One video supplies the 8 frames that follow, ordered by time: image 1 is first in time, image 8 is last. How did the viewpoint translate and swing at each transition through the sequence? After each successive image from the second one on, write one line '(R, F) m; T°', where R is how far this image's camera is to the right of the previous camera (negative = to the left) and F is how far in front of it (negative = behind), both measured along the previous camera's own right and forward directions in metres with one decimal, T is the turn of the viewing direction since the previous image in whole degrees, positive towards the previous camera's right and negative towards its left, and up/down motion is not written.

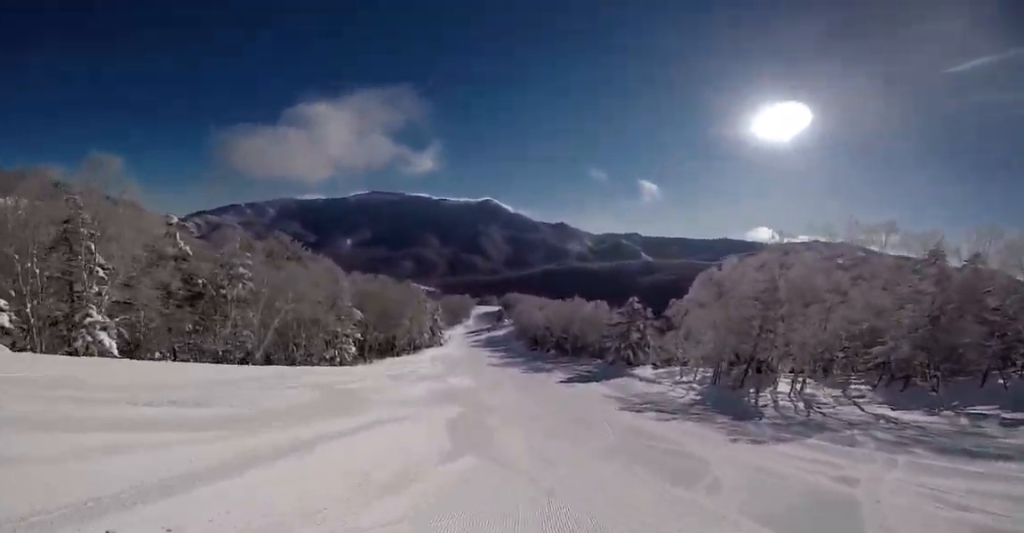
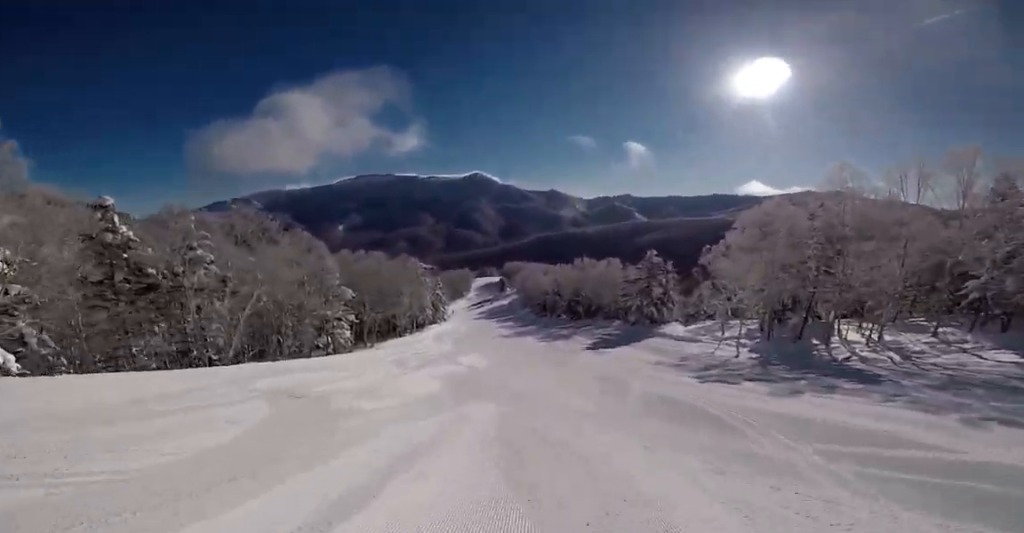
(-0.1, +6.0) m; -1°
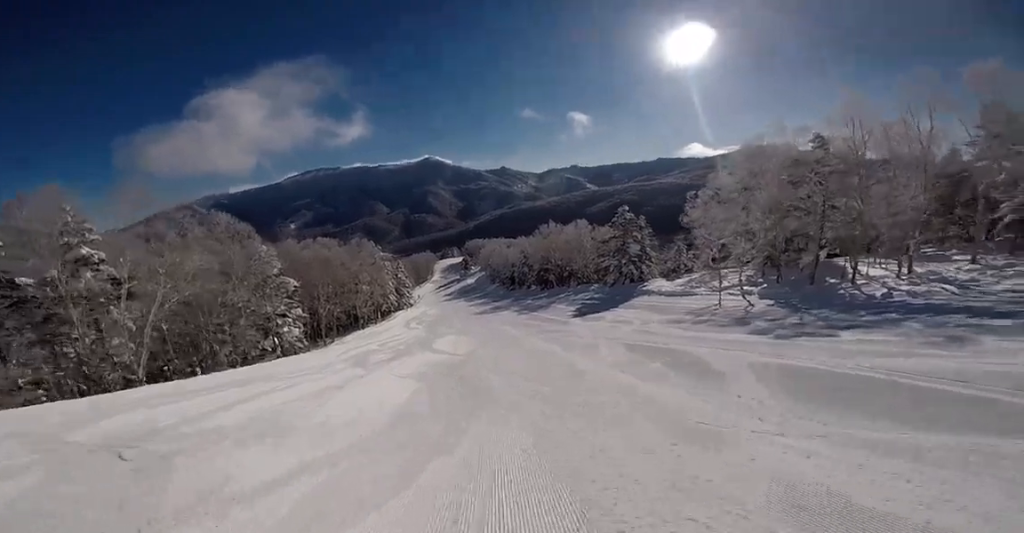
(0.0, +5.4) m; 0°
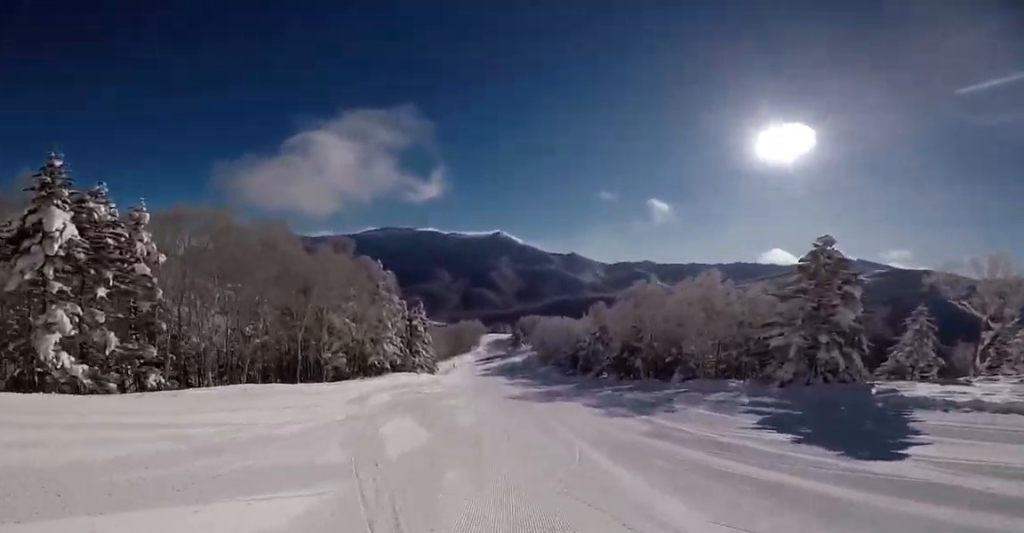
(+0.3, +24.6) m; +4°
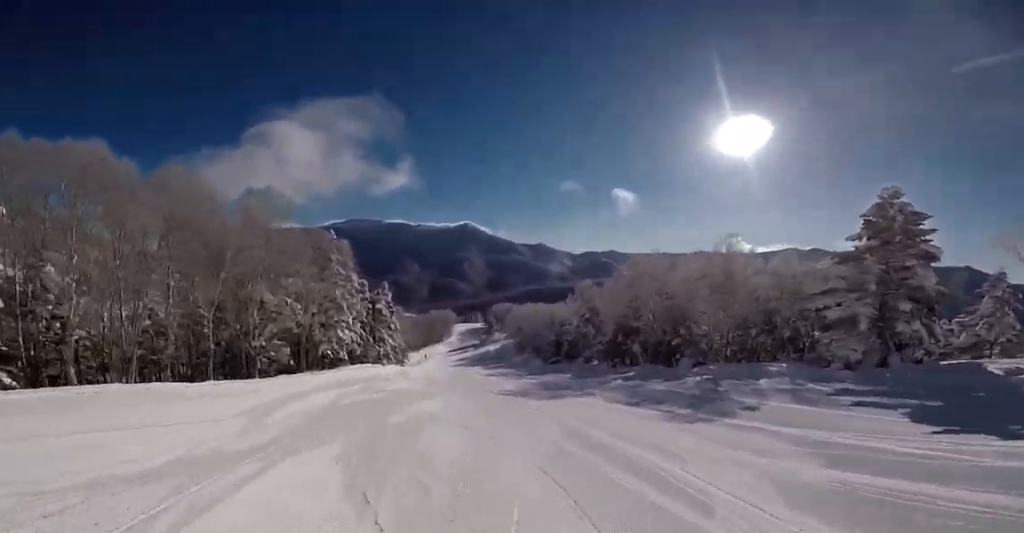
(+0.4, +7.7) m; 0°
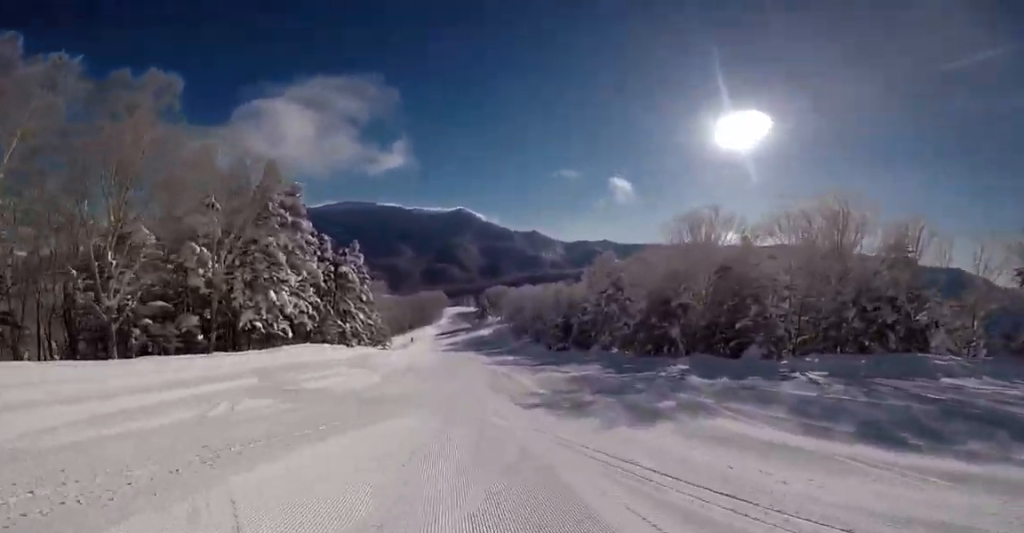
(-0.1, +10.6) m; -2°
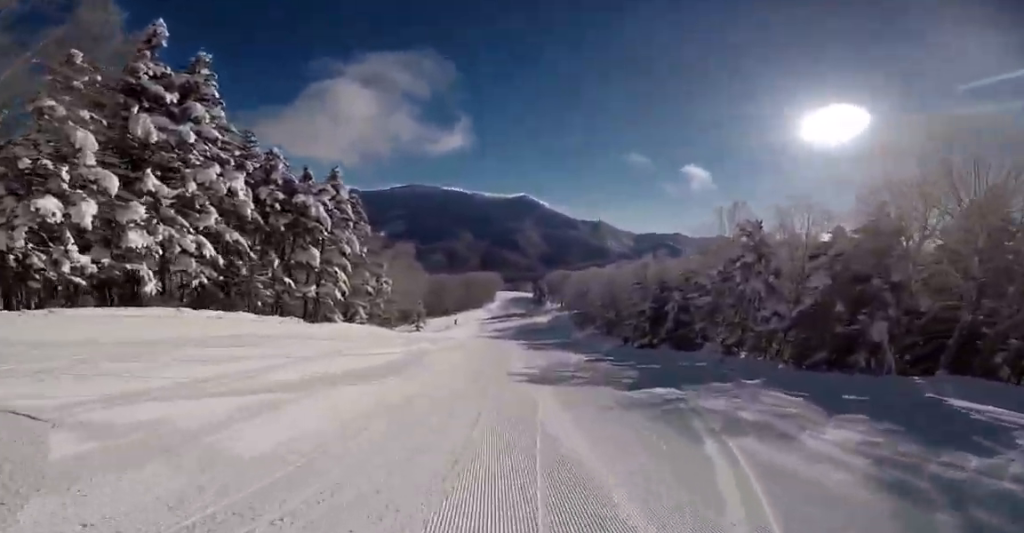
(-0.6, +15.0) m; -2°
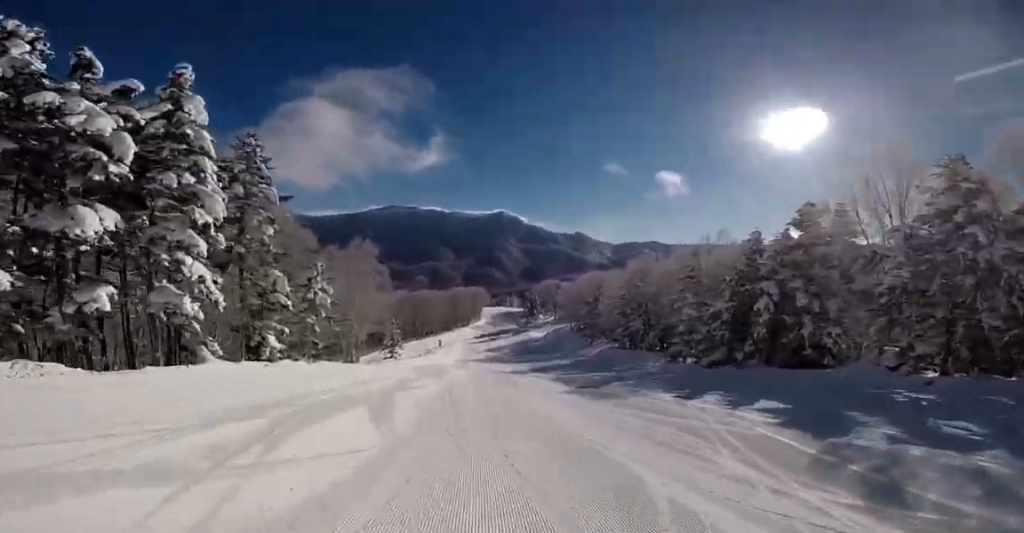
(+0.3, +14.2) m; +3°
